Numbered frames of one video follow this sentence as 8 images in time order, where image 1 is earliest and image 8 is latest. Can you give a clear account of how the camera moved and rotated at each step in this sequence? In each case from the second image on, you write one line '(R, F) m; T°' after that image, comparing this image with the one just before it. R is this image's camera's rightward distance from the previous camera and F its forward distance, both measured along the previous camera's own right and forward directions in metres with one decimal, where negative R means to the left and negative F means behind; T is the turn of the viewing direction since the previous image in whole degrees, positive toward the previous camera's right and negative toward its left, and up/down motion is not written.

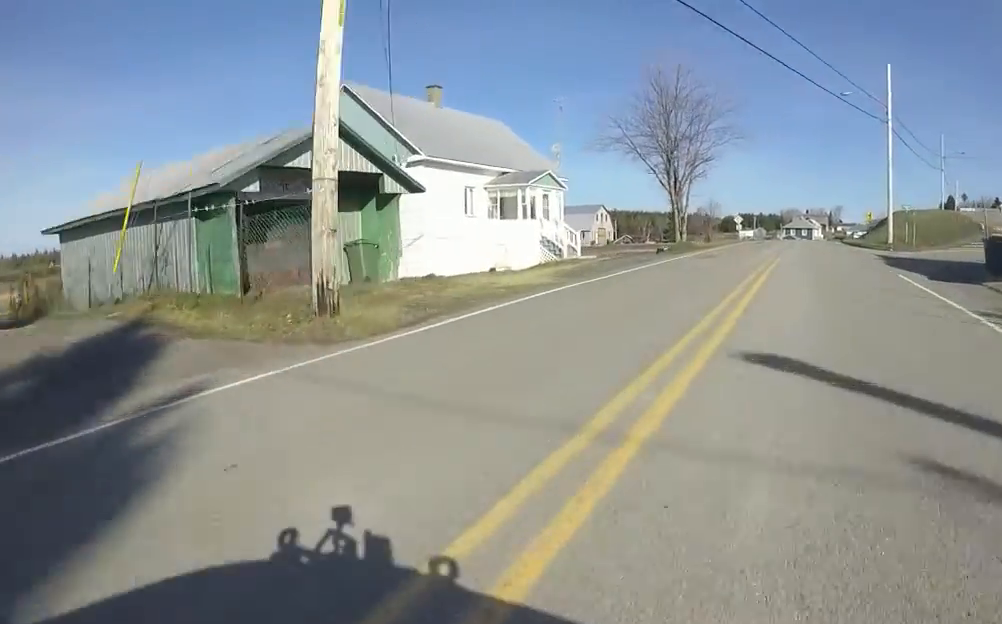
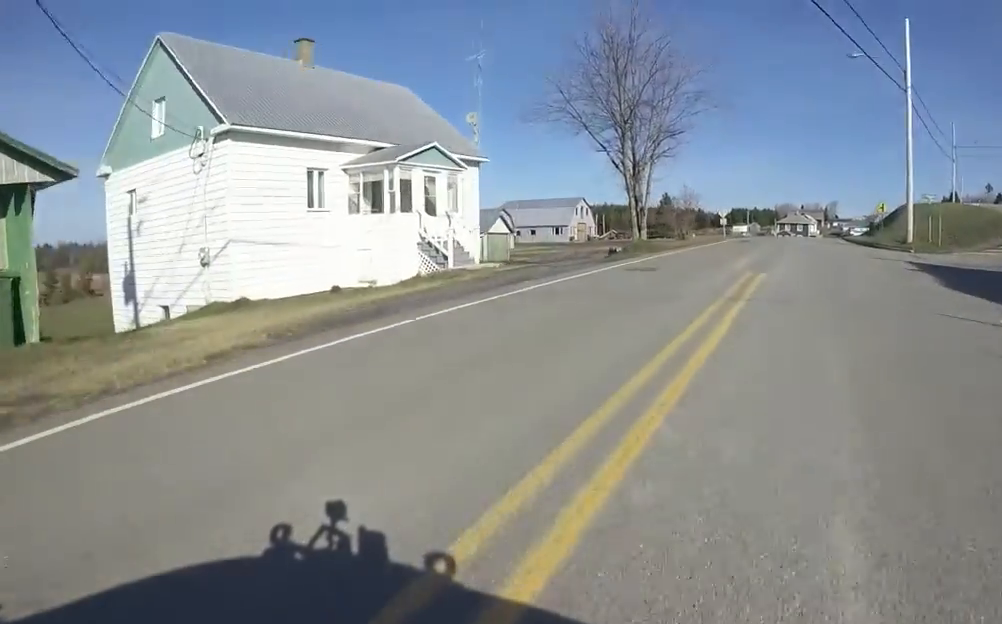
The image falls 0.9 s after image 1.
(-0.6, +7.9) m; -5°
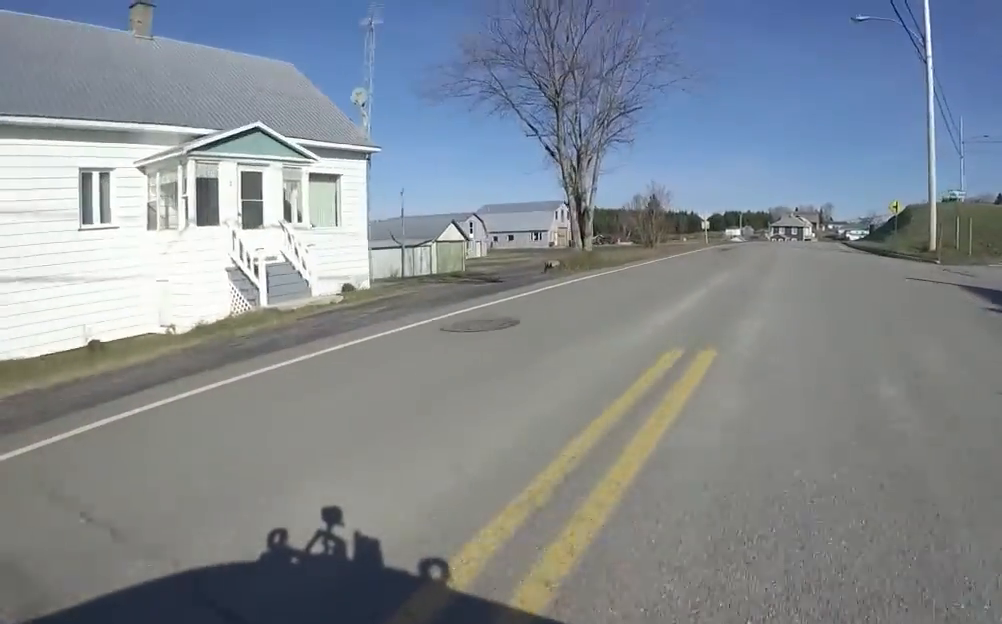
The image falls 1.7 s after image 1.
(-0.1, +6.5) m; -1°
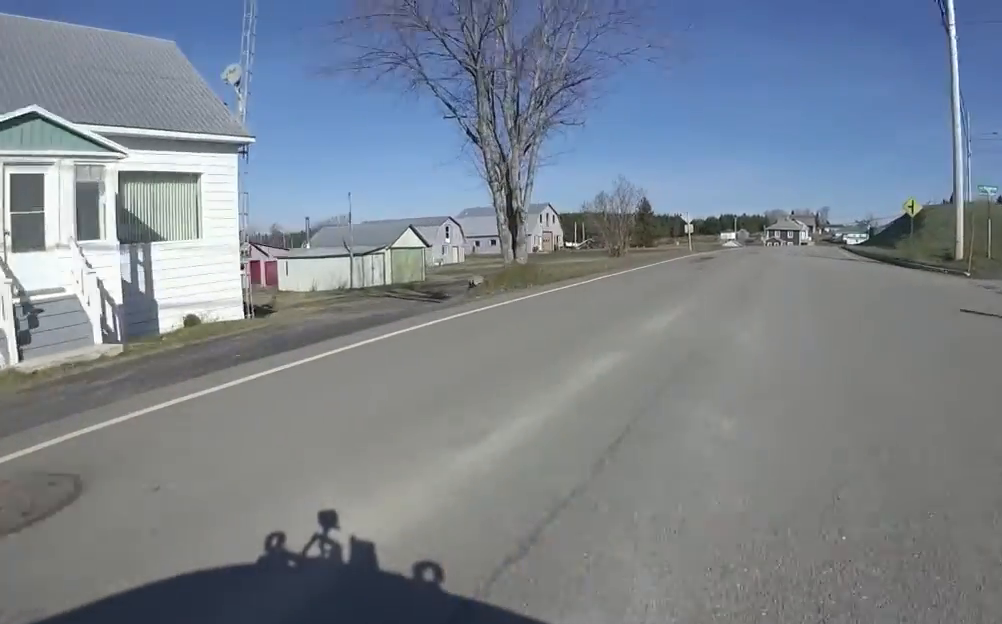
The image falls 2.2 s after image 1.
(0.0, +4.8) m; +1°
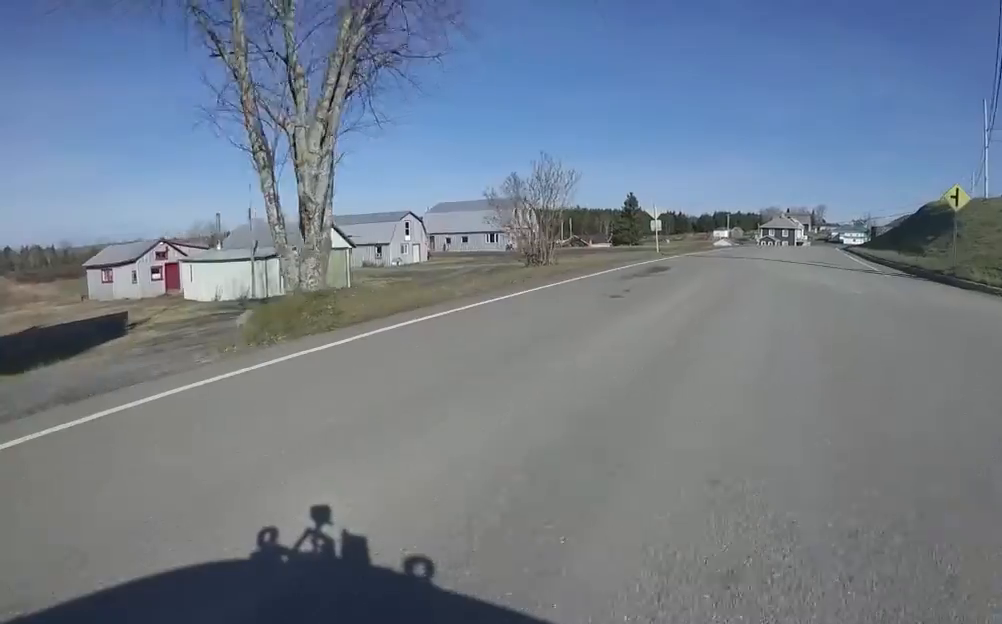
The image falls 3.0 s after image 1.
(-0.1, +7.1) m; +4°
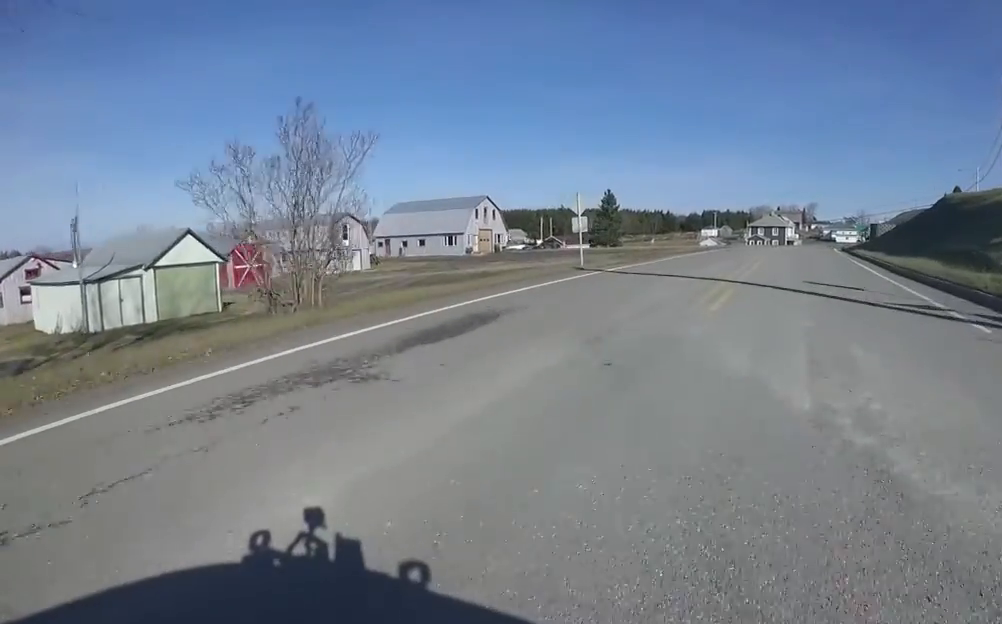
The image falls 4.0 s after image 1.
(+0.7, +8.7) m; -5°
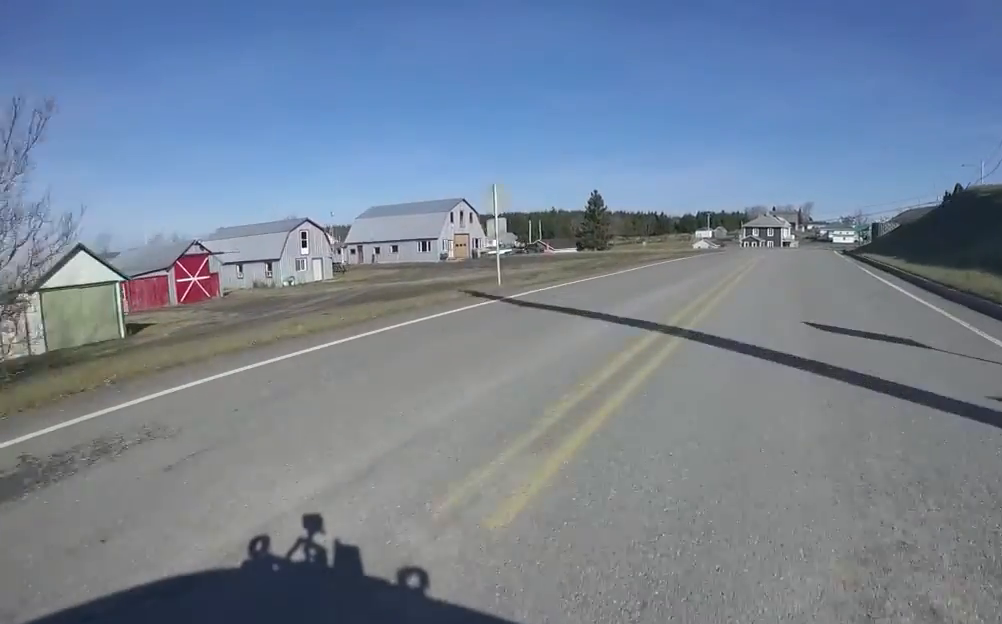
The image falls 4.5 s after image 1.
(-0.6, +5.0) m; 0°
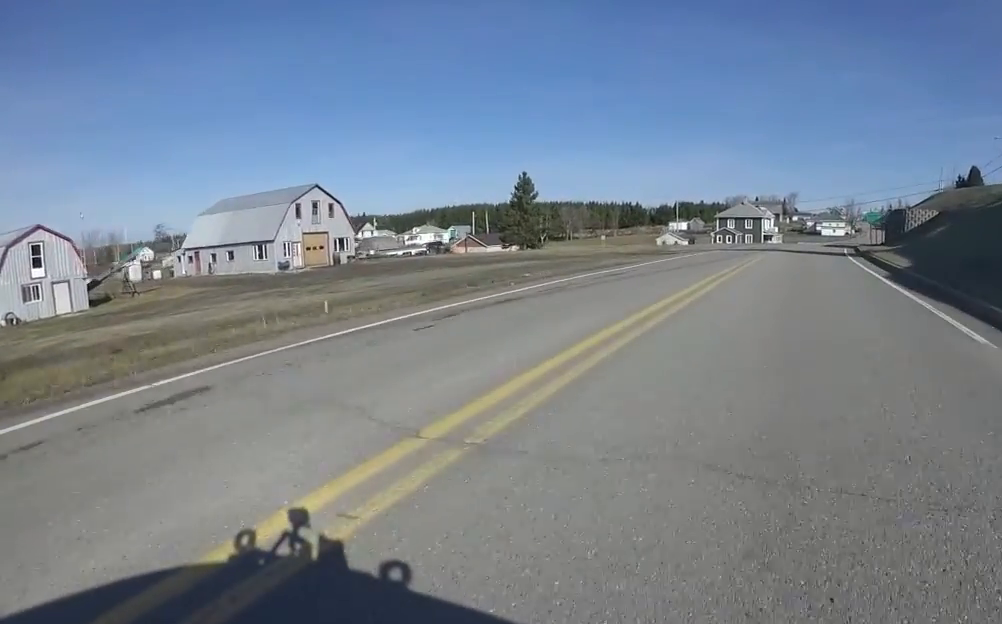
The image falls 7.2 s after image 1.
(+1.1, +22.2) m; +7°
